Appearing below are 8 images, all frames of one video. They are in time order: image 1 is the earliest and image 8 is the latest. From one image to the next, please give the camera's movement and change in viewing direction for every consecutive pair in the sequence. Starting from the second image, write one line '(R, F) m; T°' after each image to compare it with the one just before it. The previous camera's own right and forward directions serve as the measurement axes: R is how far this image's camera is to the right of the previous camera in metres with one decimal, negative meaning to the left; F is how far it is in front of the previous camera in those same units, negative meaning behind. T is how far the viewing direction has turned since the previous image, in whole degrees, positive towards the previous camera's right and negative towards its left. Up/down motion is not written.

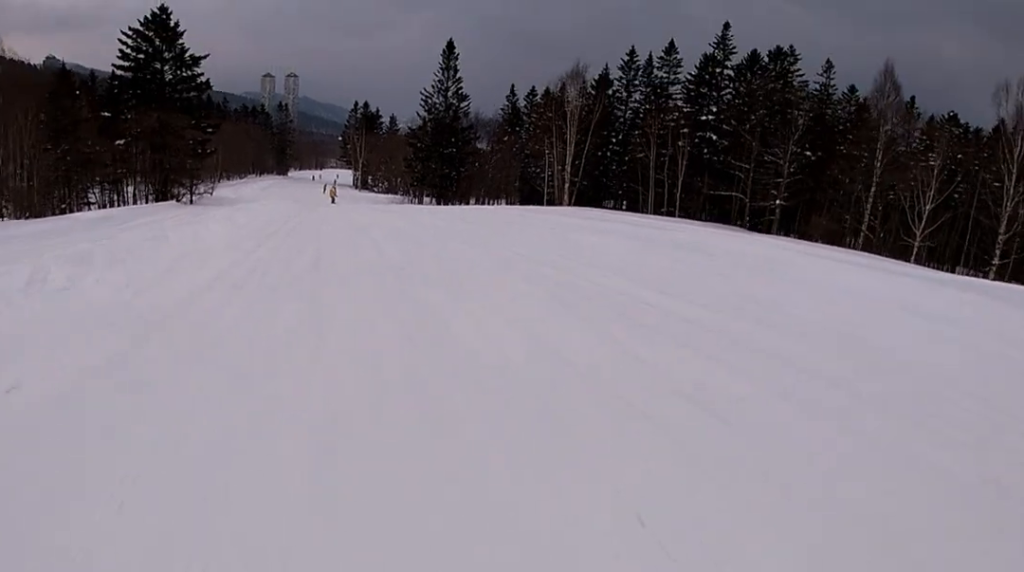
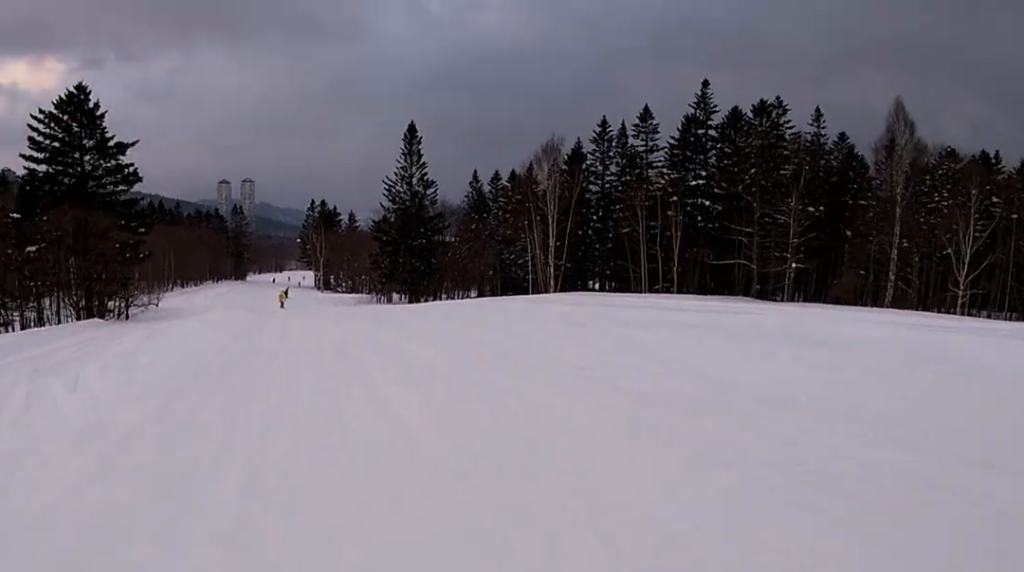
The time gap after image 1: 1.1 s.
(0.0, +8.6) m; -1°
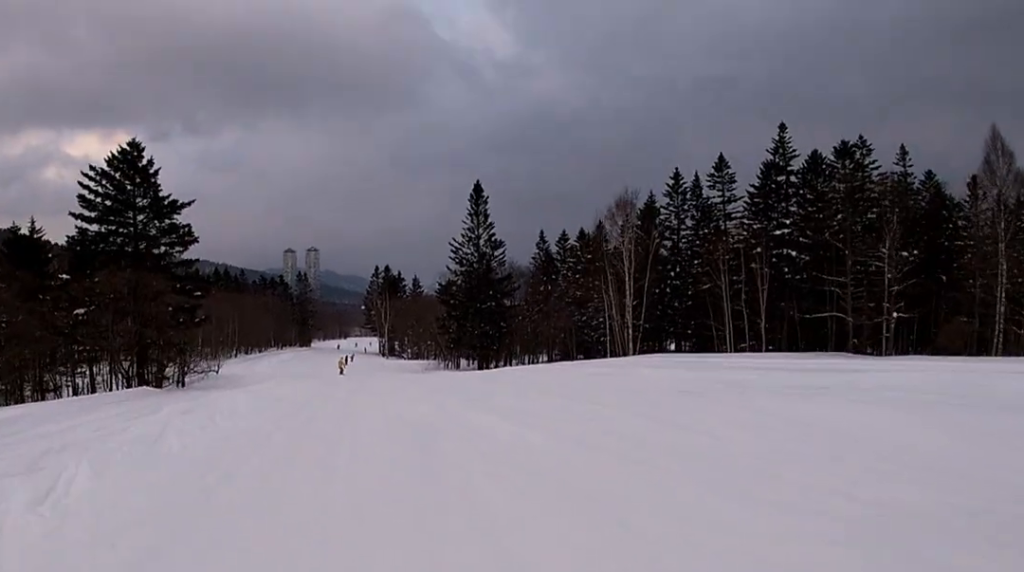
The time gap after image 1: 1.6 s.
(0.0, +3.4) m; -1°
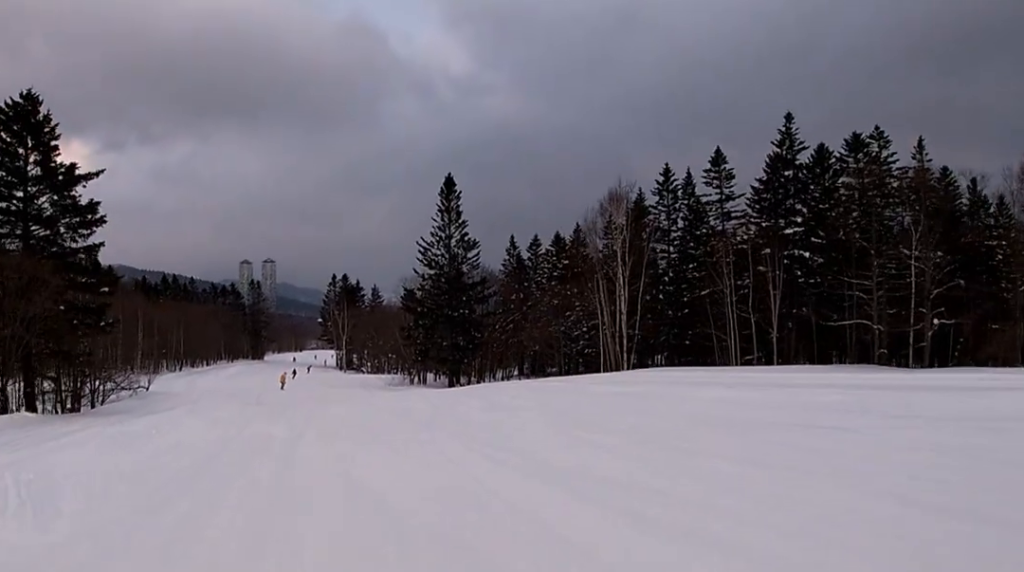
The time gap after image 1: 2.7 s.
(-0.1, +8.2) m; 0°
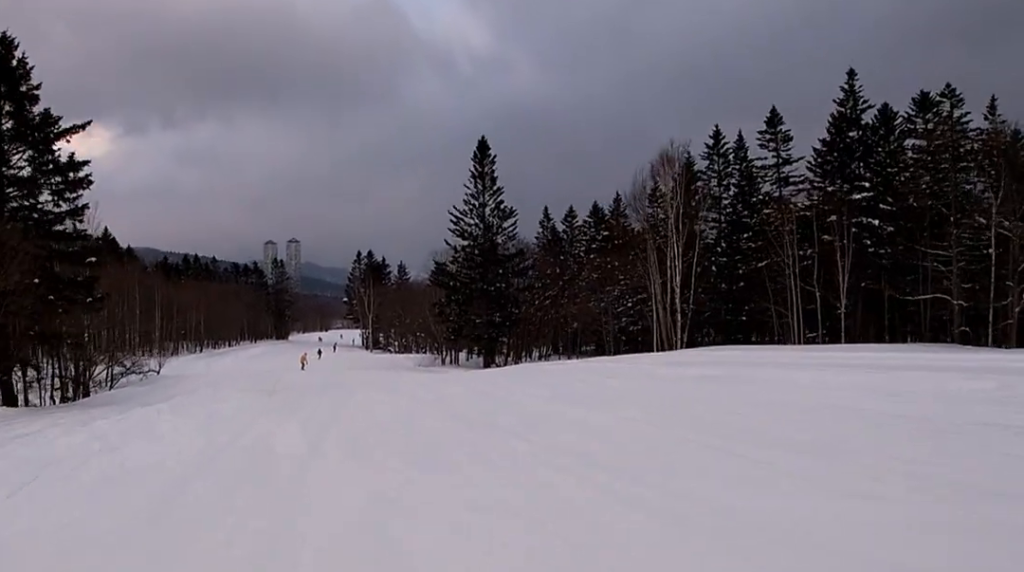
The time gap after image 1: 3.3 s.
(-0.1, +4.5) m; 0°
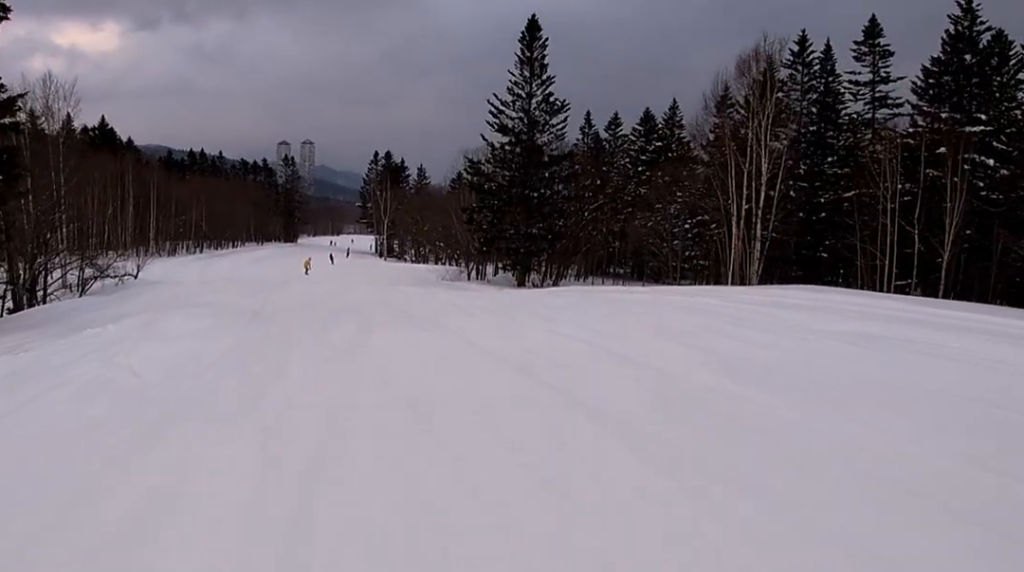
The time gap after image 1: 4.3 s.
(+0.1, +7.9) m; -5°
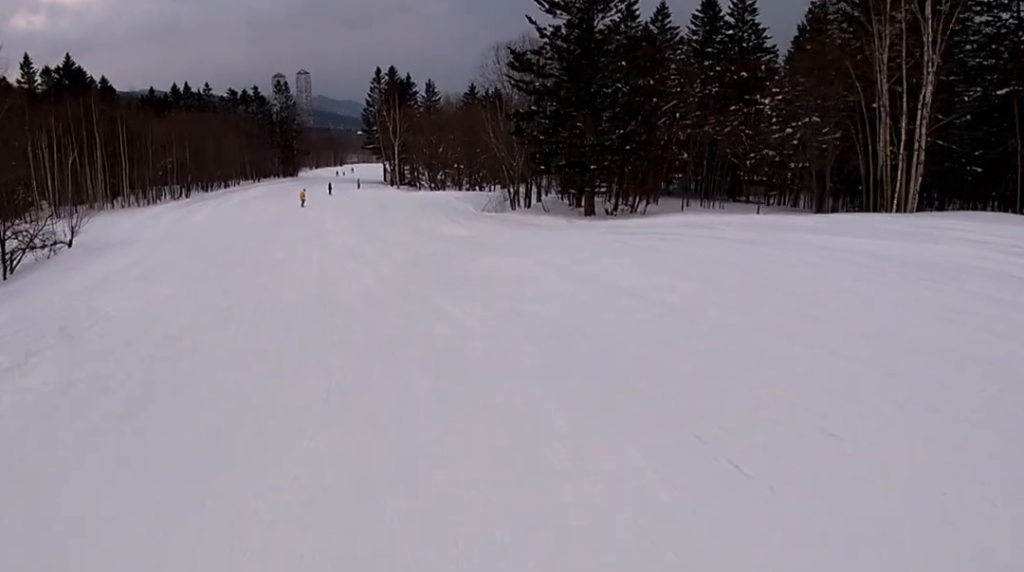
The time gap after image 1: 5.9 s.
(-0.1, +12.1) m; +4°
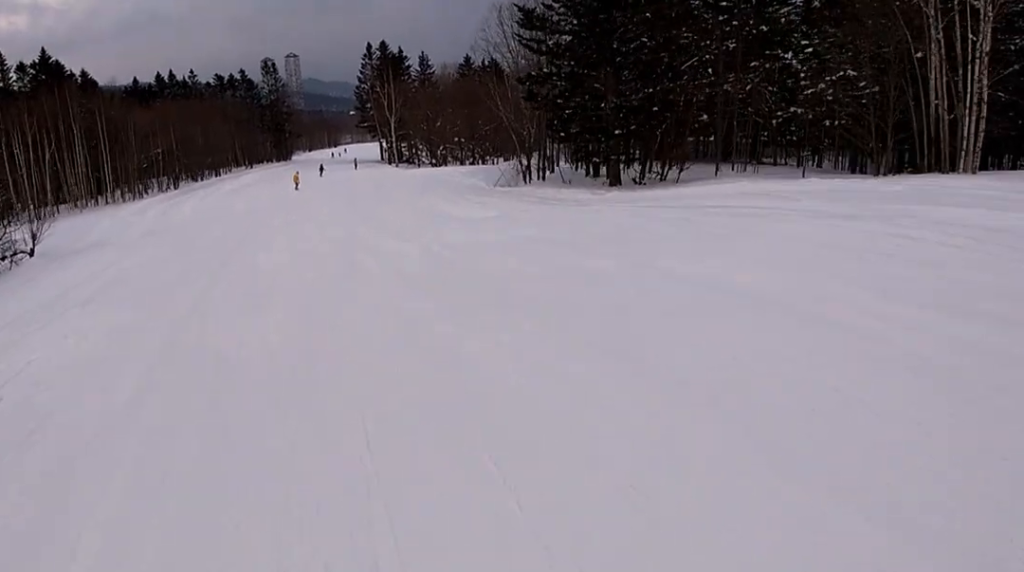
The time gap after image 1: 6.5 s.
(0.0, +3.9) m; -2°
